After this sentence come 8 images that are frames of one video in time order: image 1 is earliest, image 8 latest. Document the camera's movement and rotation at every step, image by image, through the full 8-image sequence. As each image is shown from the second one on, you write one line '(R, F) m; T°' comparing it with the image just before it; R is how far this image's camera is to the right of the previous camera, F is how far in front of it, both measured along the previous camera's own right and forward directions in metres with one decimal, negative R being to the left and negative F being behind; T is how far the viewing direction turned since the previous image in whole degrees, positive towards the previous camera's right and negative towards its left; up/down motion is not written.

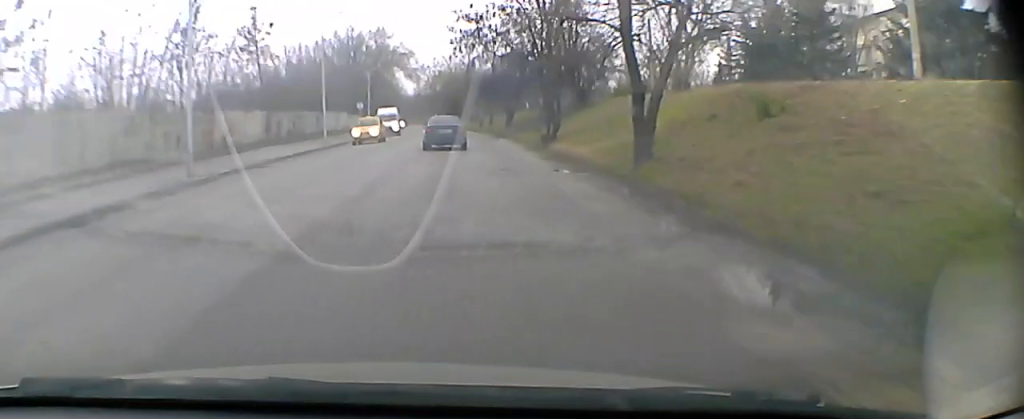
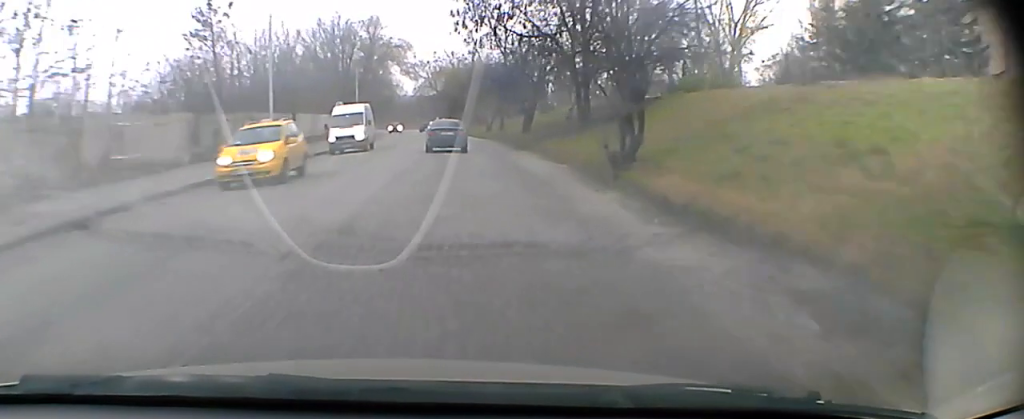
(-0.1, +13.7) m; 0°
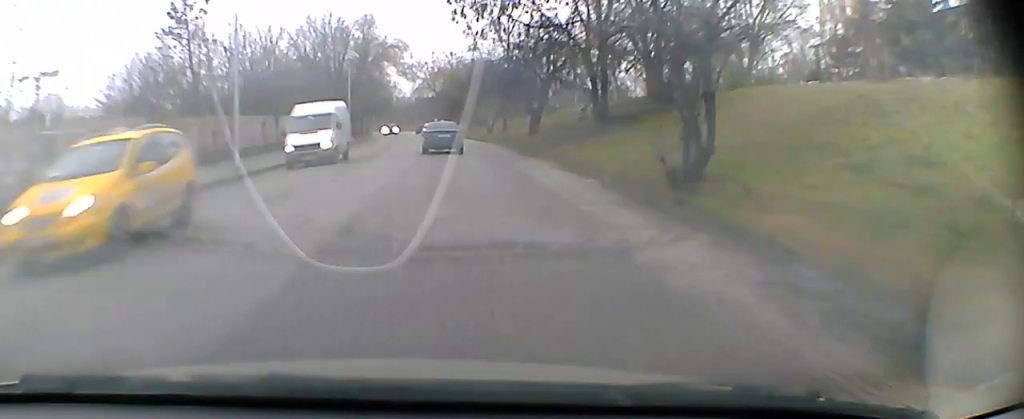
(0.0, +5.0) m; 0°
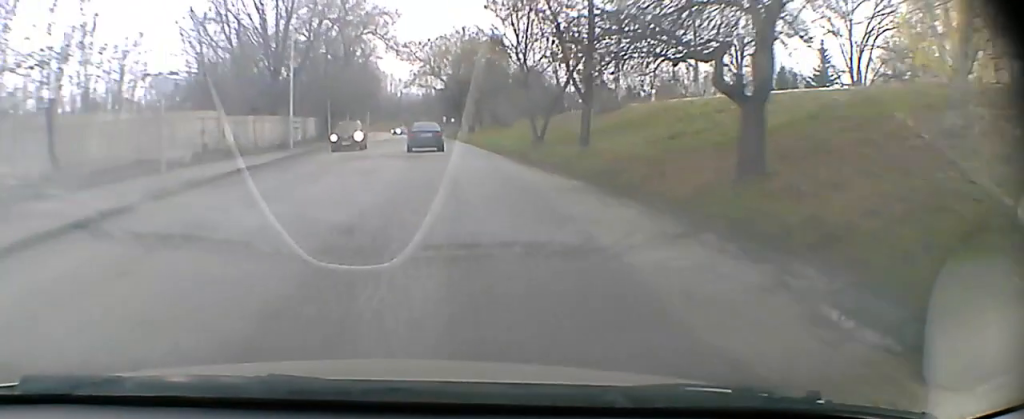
(-0.6, +30.5) m; -2°
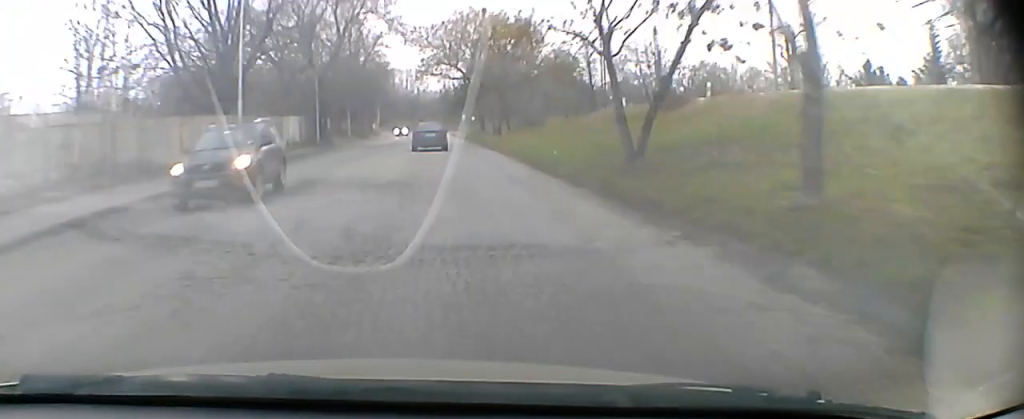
(0.0, +14.2) m; 0°
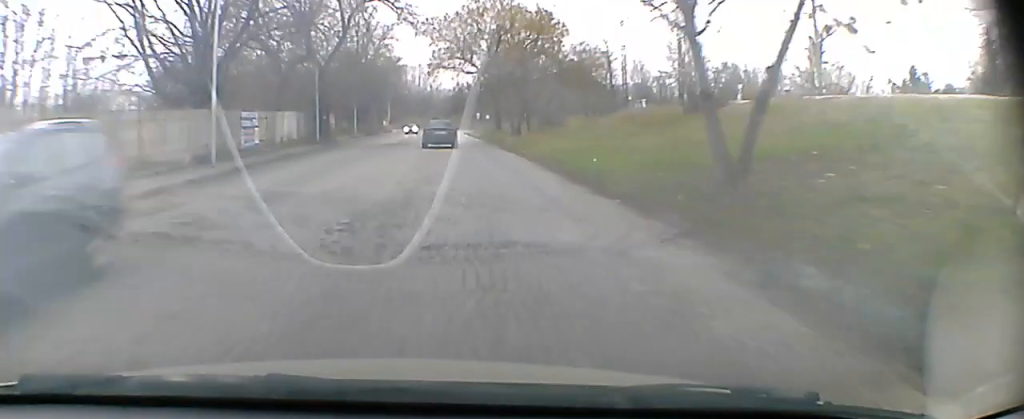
(0.0, +5.2) m; 0°
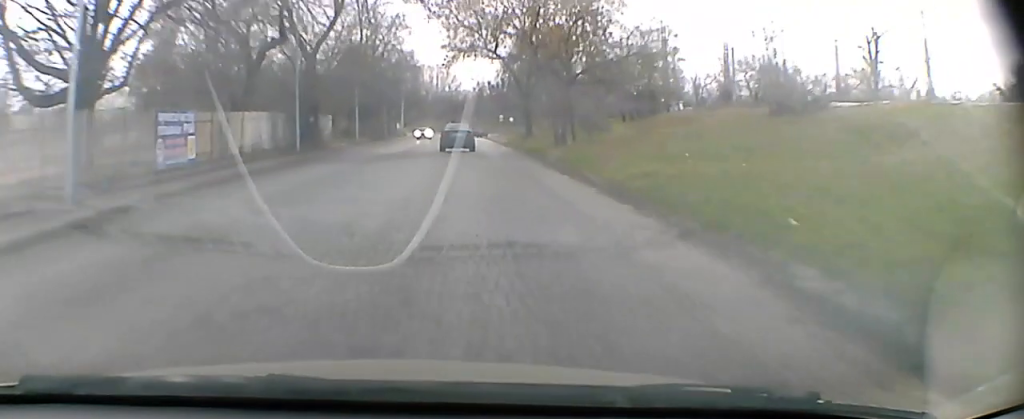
(-0.1, +11.6) m; -2°
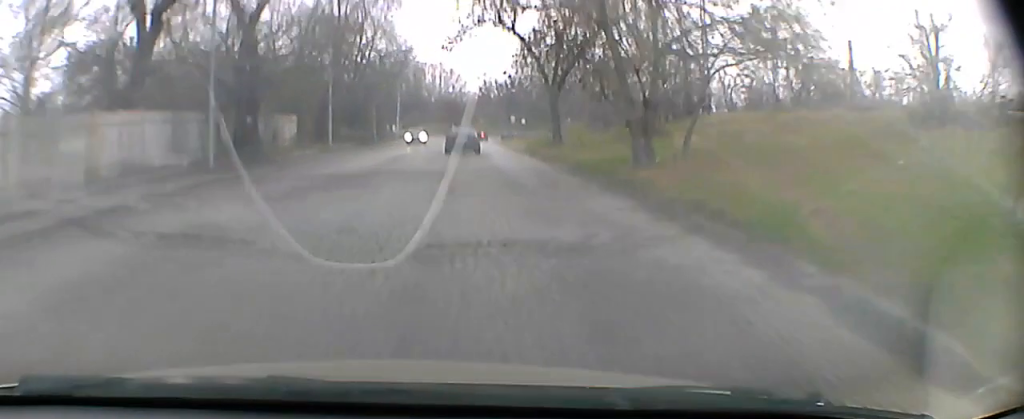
(-0.4, +14.1) m; -2°
